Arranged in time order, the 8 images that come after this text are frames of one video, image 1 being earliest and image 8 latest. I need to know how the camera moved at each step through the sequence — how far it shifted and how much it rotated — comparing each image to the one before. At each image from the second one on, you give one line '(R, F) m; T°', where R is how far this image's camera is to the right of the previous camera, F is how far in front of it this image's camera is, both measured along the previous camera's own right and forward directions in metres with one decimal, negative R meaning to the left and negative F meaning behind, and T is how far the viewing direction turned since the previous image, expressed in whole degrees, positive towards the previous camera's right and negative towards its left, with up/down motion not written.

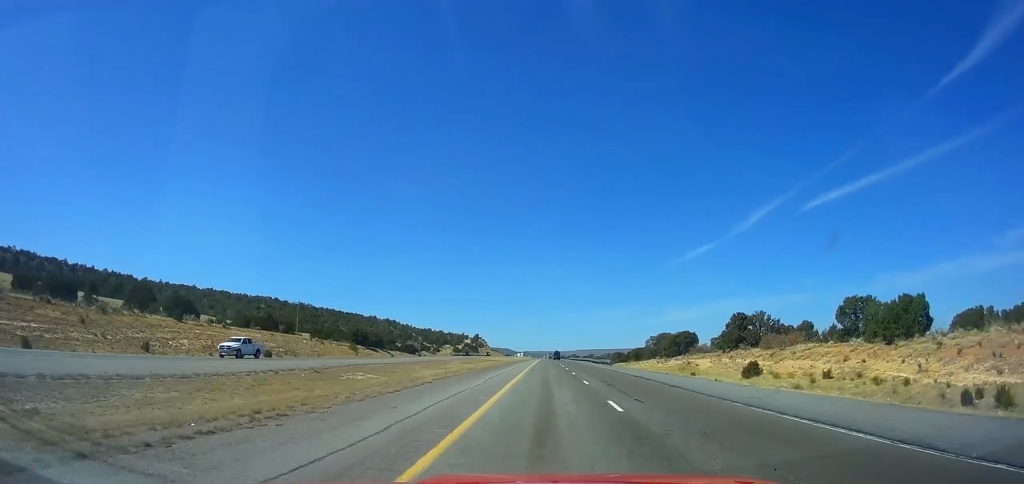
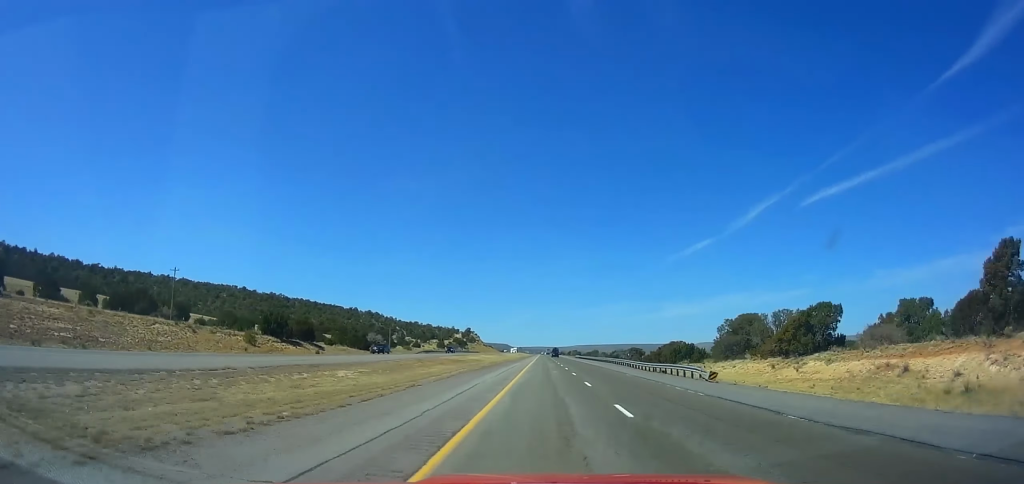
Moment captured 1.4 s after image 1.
(+0.4, +49.9) m; 0°
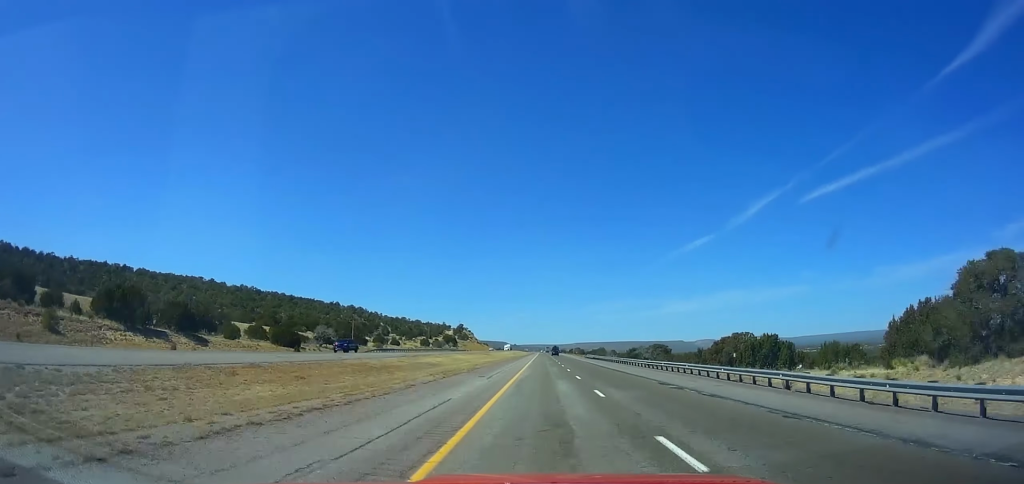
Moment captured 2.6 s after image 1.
(+0.3, +42.8) m; 0°
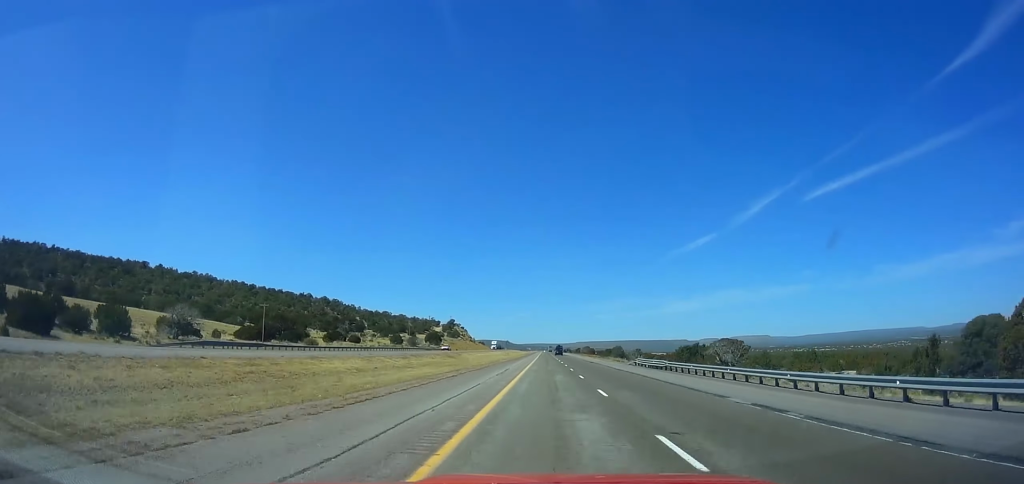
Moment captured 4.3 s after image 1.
(+0.1, +60.8) m; 0°
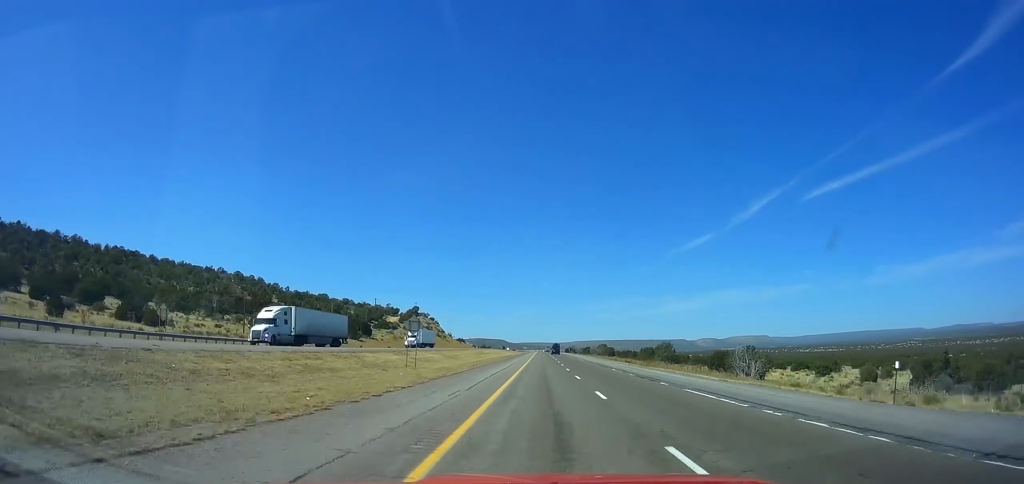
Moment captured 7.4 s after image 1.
(-0.1, +110.9) m; 0°
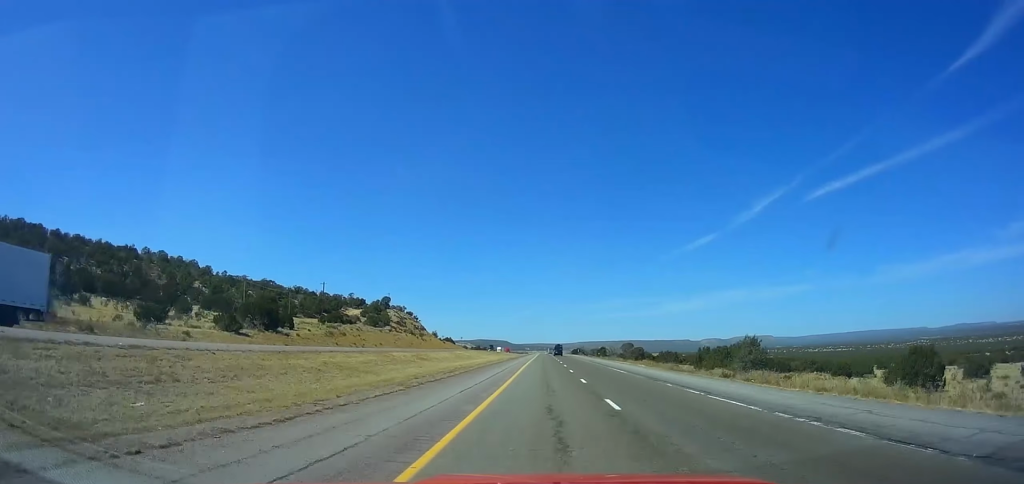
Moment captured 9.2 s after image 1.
(+0.1, +64.4) m; 0°
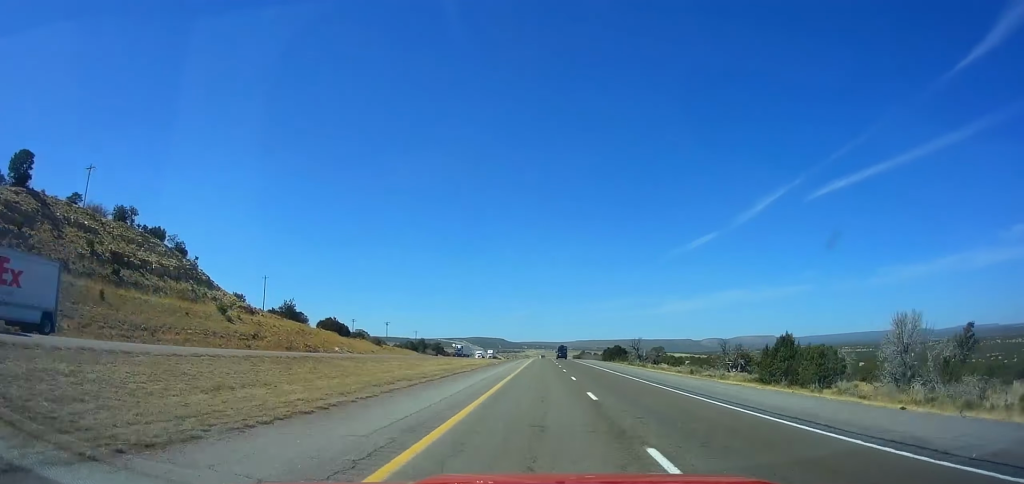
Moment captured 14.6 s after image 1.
(0.0, +192.6) m; 0°
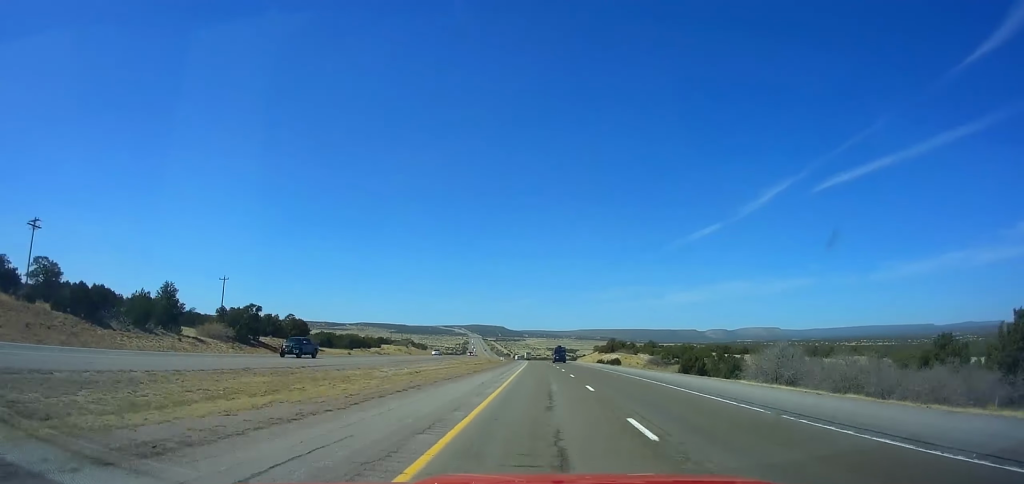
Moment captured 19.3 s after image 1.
(-0.5, +167.8) m; -1°
